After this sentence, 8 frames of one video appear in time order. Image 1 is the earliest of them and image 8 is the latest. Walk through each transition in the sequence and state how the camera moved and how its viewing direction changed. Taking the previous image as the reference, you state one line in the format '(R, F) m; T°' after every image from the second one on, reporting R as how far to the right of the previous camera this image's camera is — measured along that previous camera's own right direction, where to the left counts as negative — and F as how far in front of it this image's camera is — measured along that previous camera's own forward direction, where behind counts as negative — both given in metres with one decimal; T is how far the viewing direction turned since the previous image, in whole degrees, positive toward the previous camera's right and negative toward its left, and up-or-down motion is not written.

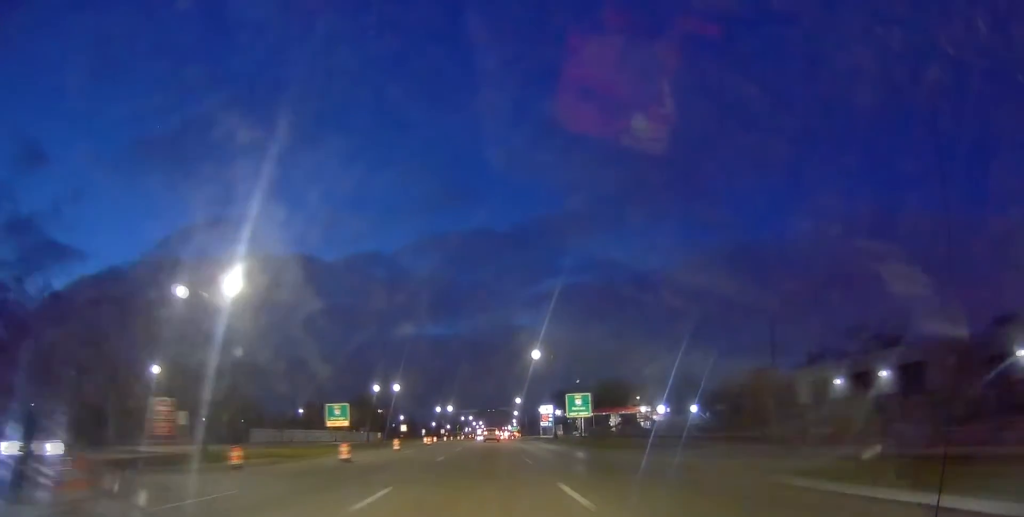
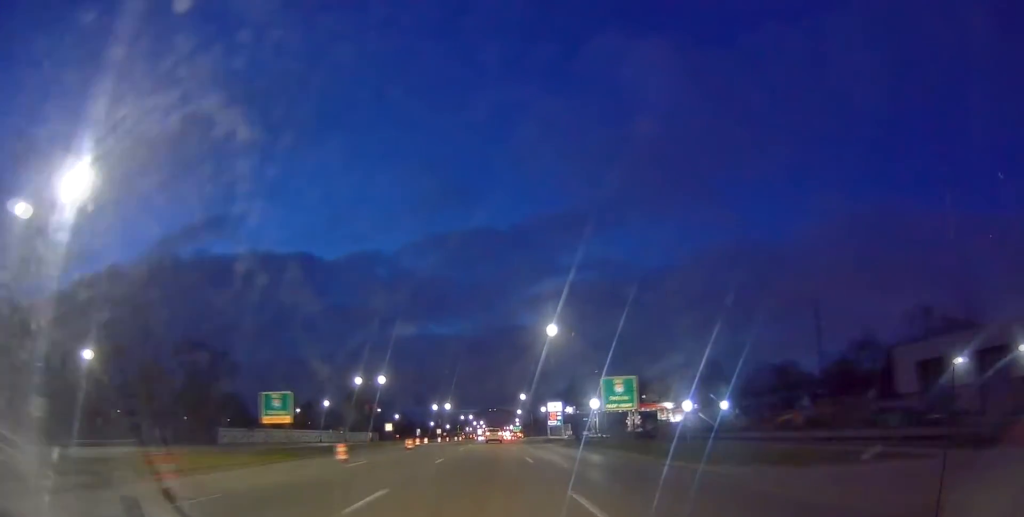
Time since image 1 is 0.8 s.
(-0.6, +16.0) m; 0°
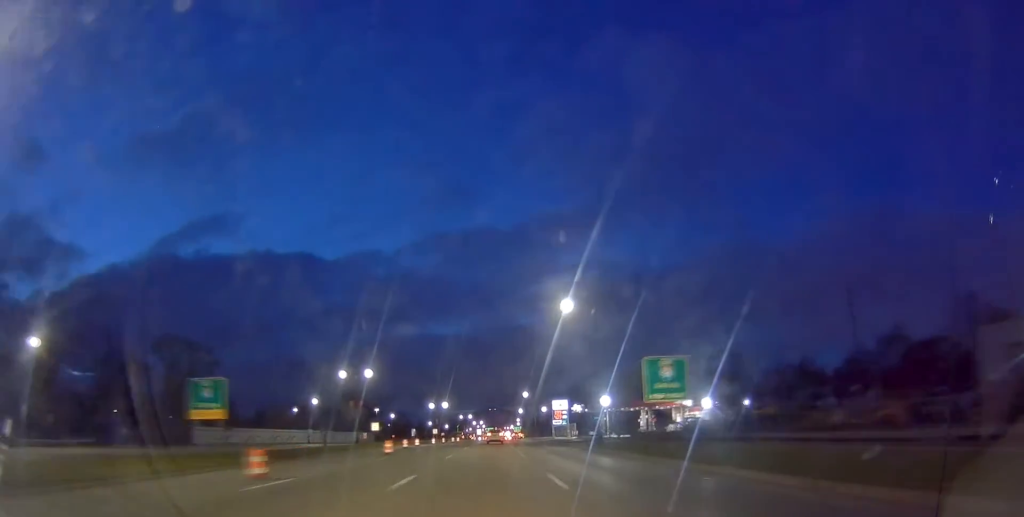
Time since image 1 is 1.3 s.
(0.0, +10.0) m; 0°
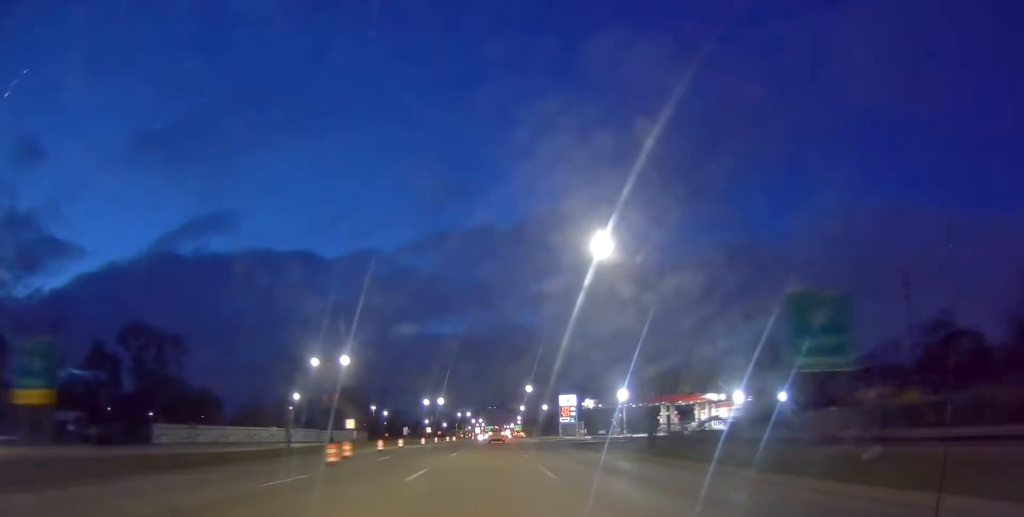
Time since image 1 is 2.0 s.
(+0.4, +13.2) m; +1°
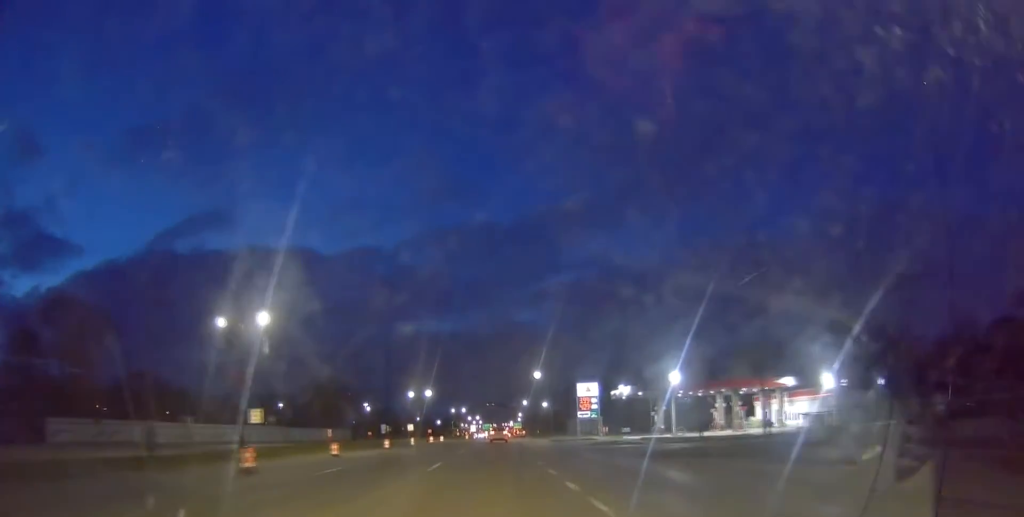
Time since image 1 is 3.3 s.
(-0.2, +26.3) m; 0°
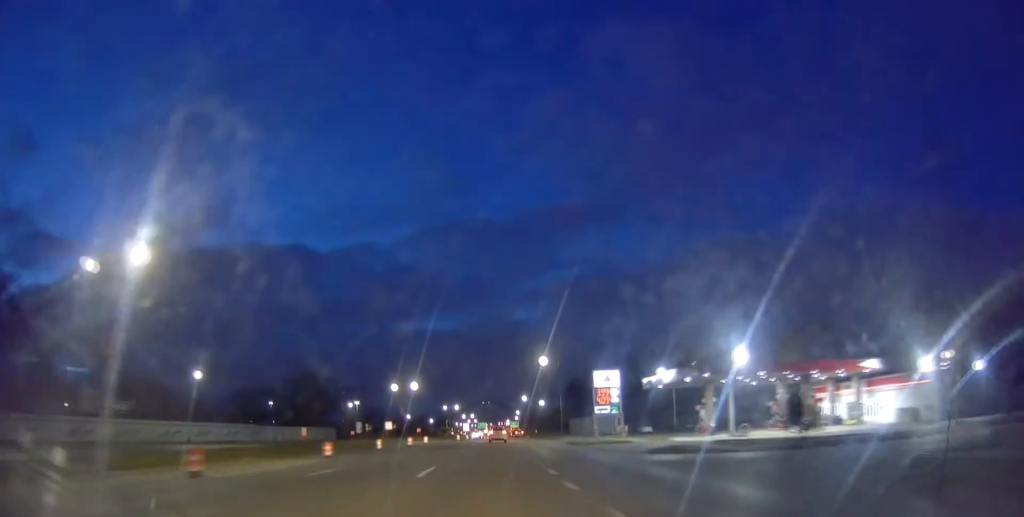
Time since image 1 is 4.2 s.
(+0.3, +18.2) m; 0°
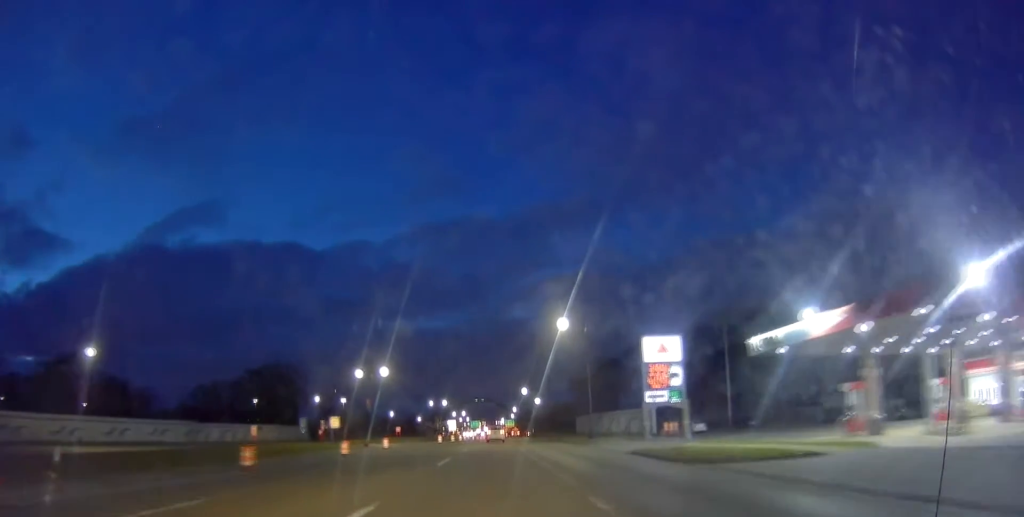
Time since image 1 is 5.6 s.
(-0.8, +26.6) m; -2°
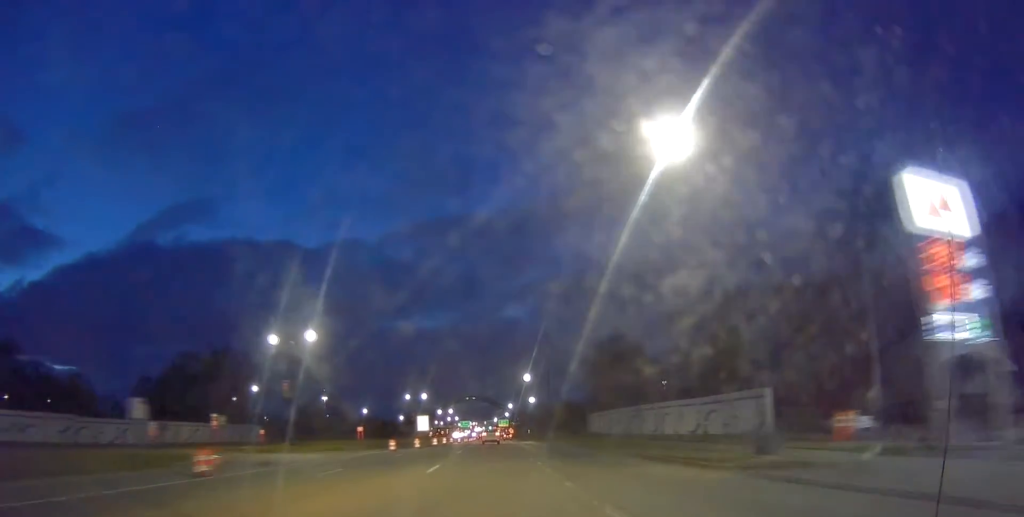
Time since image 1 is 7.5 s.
(+0.8, +33.9) m; +2°
